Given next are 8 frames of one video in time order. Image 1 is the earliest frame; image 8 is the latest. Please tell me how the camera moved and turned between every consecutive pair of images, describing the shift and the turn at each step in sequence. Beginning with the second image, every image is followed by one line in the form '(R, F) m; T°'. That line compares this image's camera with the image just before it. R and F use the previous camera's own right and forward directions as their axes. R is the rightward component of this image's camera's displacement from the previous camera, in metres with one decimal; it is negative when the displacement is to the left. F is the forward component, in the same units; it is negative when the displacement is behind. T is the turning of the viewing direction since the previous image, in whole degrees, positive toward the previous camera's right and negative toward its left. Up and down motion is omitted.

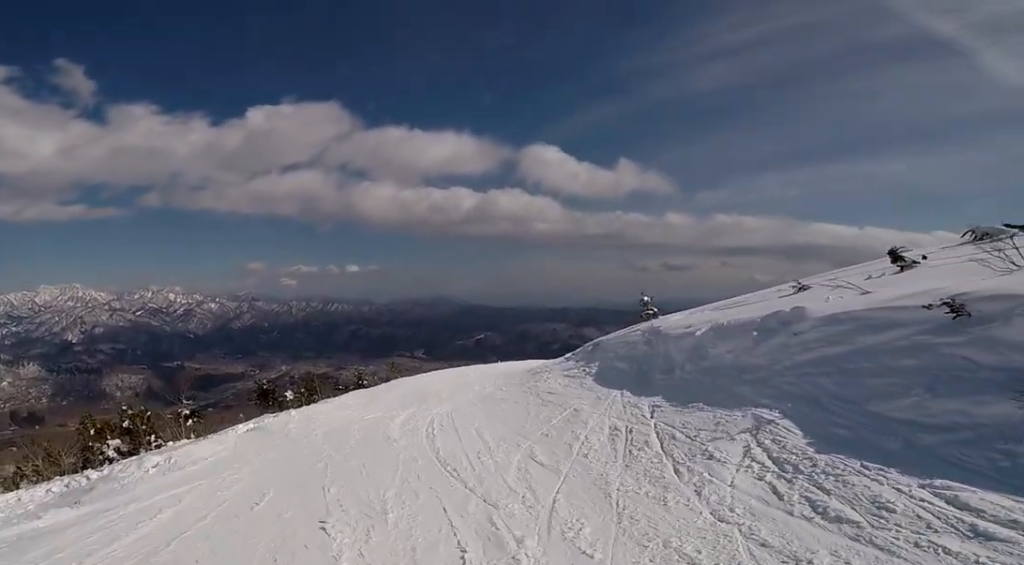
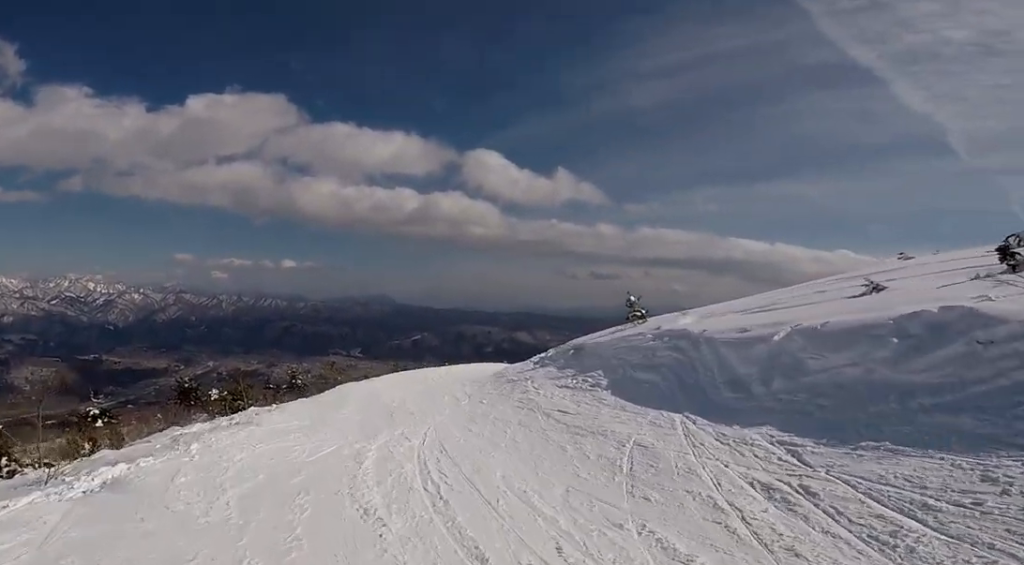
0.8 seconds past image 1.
(+0.4, +3.3) m; +7°
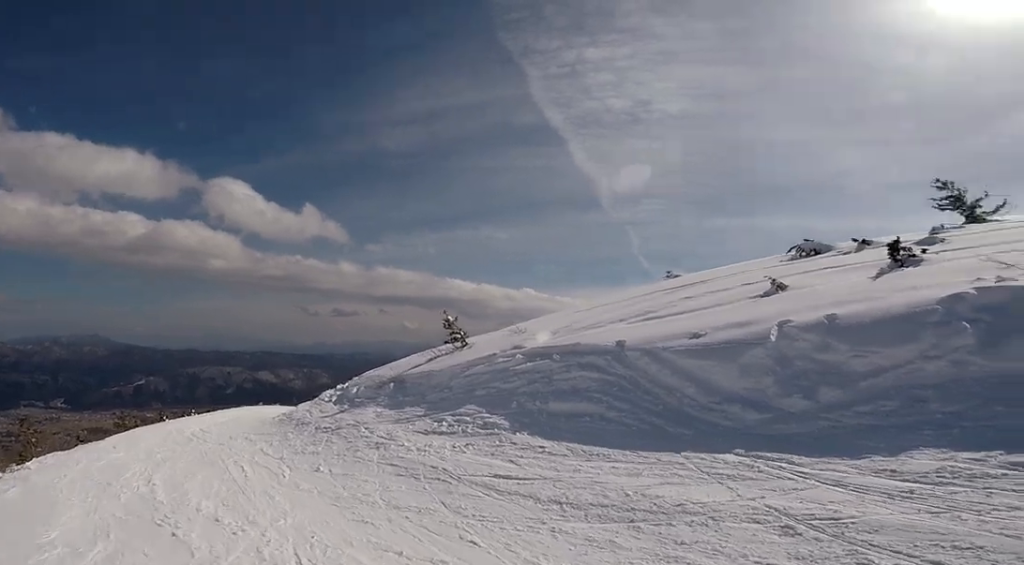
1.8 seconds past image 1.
(+0.3, +4.3) m; +3°
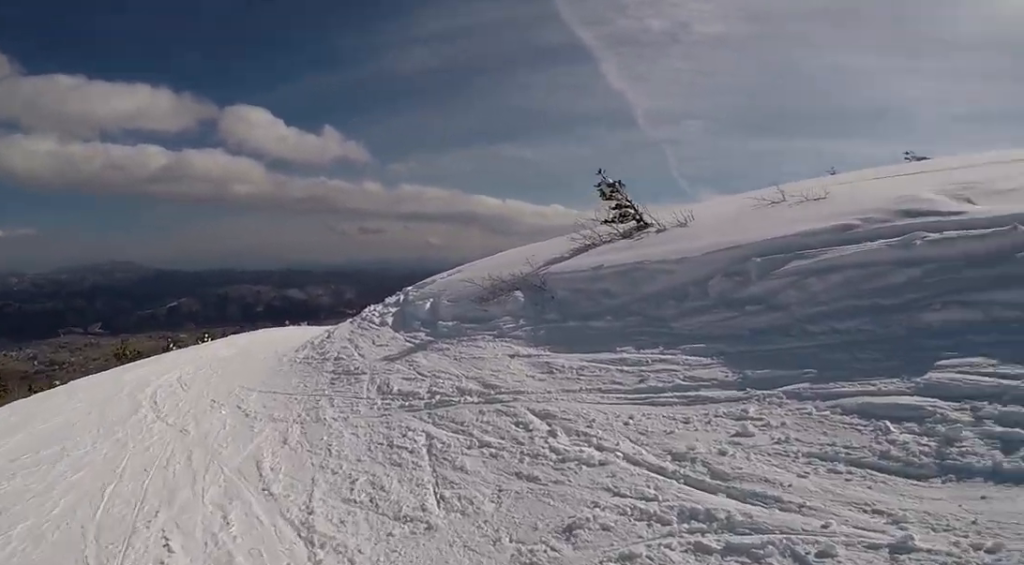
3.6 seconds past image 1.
(+0.1, +7.3) m; 0°
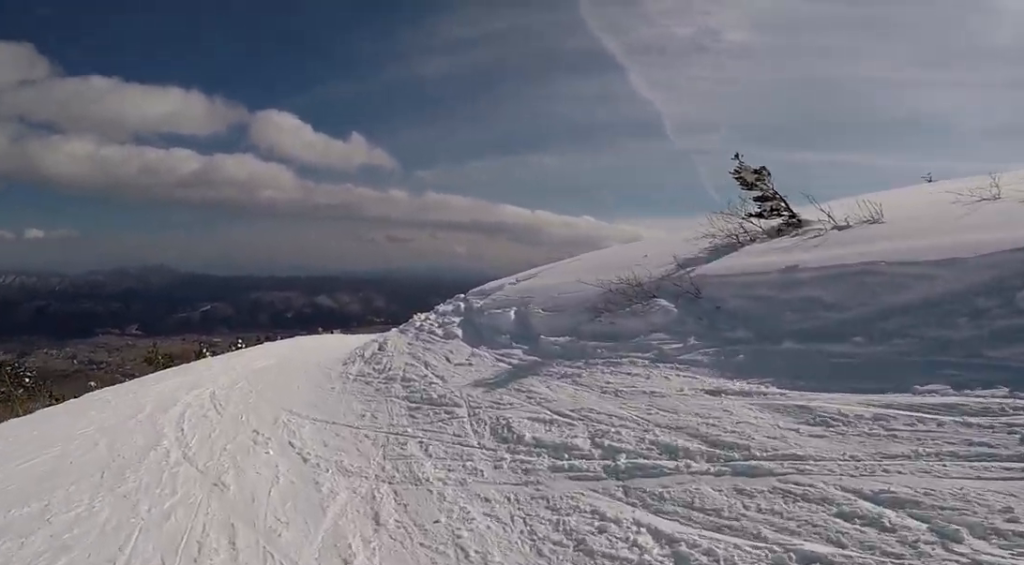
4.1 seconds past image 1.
(-0.4, +2.1) m; 0°
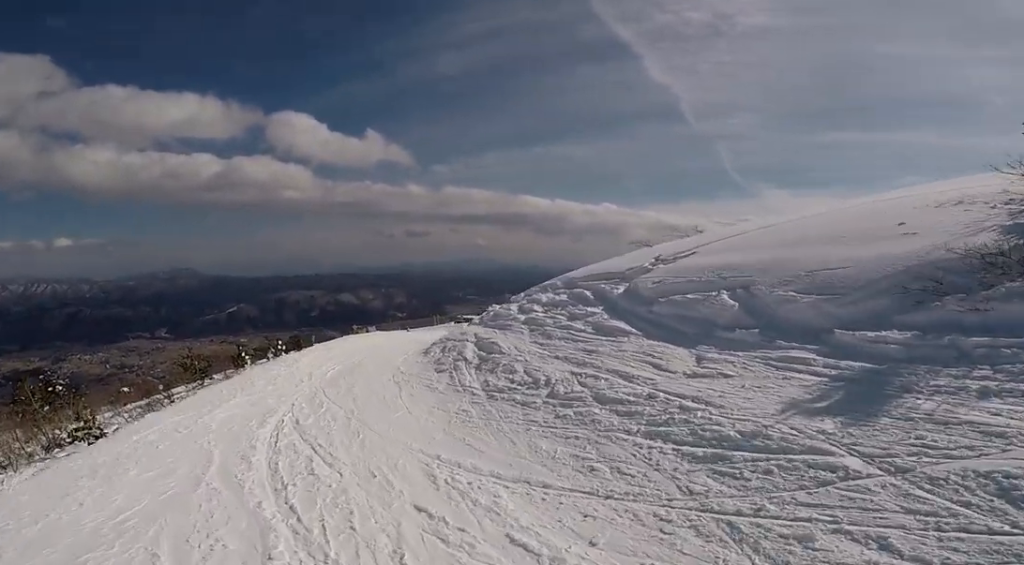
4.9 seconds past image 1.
(+0.2, +3.2) m; 0°
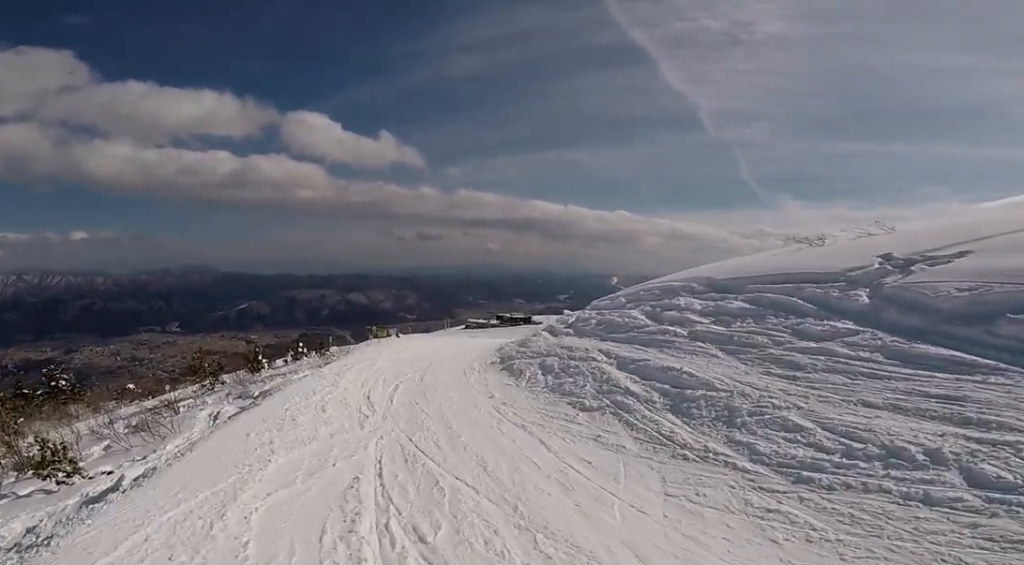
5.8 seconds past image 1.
(0.0, +3.3) m; +5°
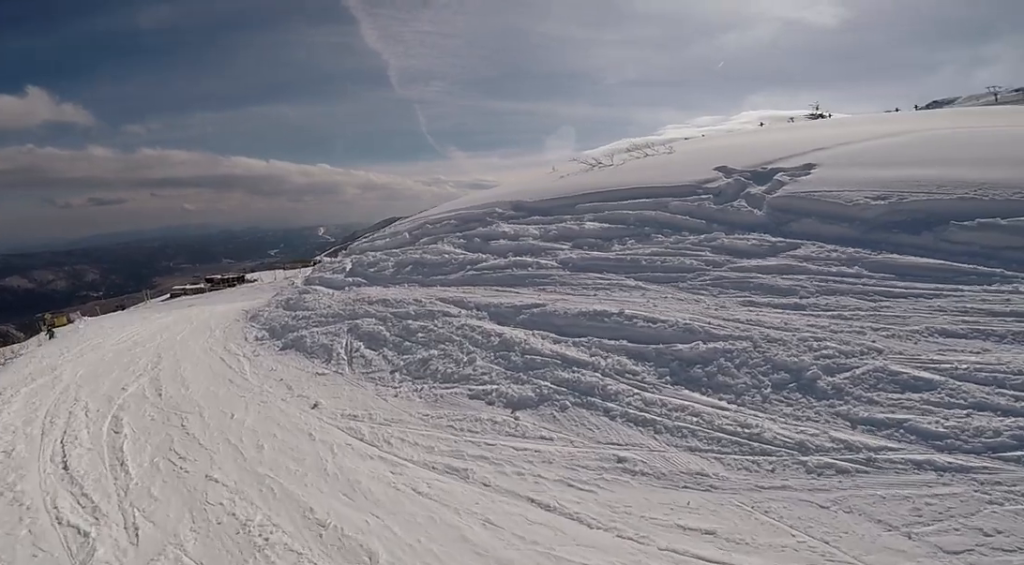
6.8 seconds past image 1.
(+0.2, +3.3) m; +13°
